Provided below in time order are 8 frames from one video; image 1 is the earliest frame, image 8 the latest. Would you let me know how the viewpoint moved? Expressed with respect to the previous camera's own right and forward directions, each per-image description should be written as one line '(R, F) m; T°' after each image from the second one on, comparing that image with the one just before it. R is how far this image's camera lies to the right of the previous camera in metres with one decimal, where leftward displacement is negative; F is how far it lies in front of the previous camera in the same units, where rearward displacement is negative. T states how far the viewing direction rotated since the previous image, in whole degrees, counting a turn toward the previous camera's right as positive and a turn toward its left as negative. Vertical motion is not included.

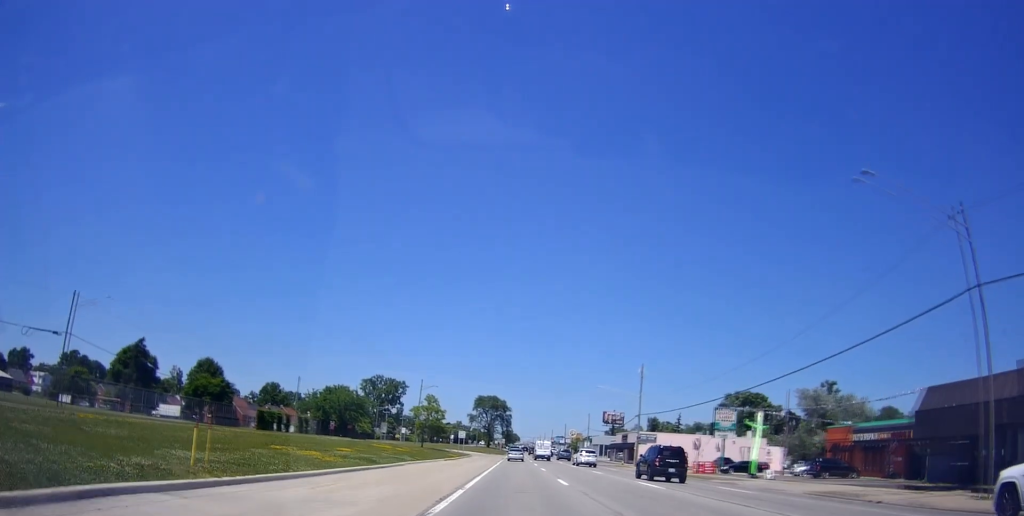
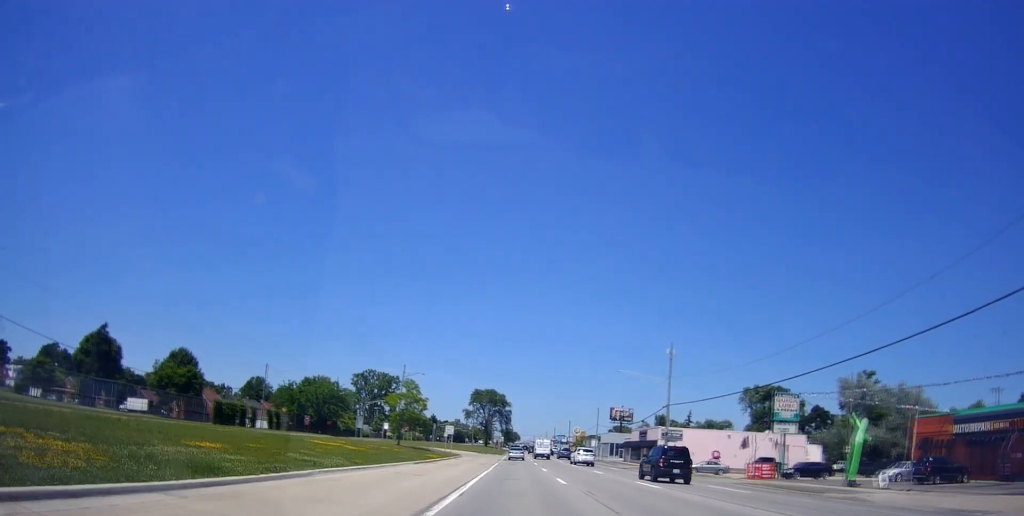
(+0.1, +15.3) m; +2°
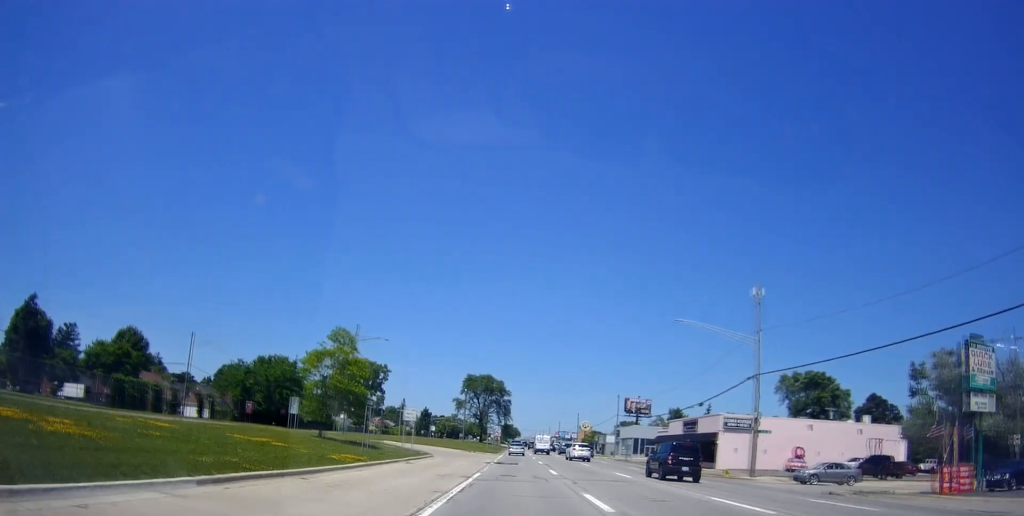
(+0.5, +25.0) m; +1°
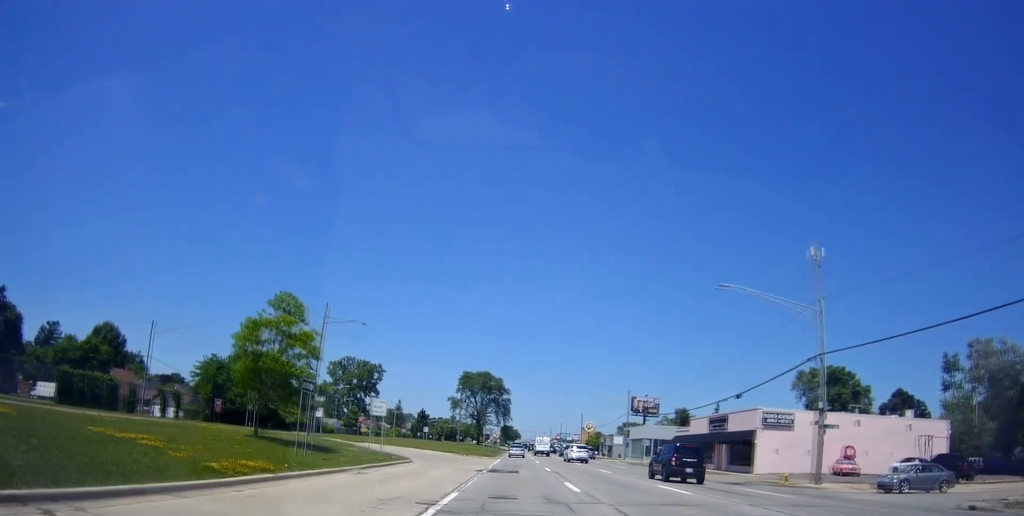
(-0.2, +9.5) m; 0°
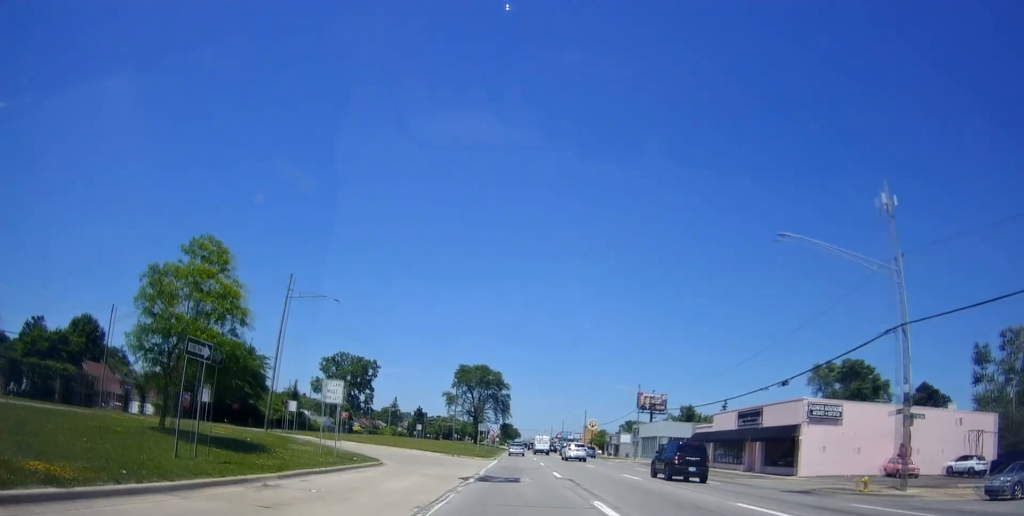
(+0.1, +8.3) m; 0°
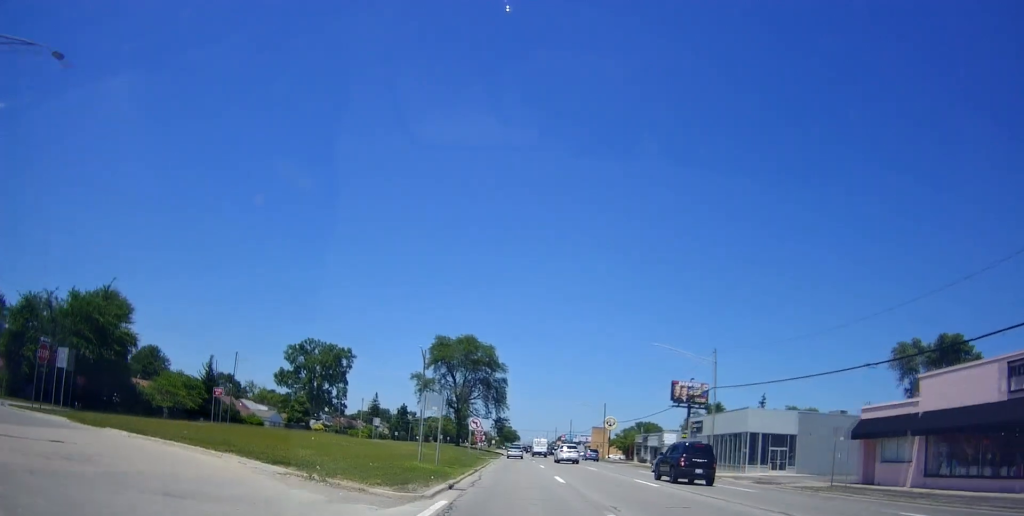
(-0.7, +34.0) m; -1°
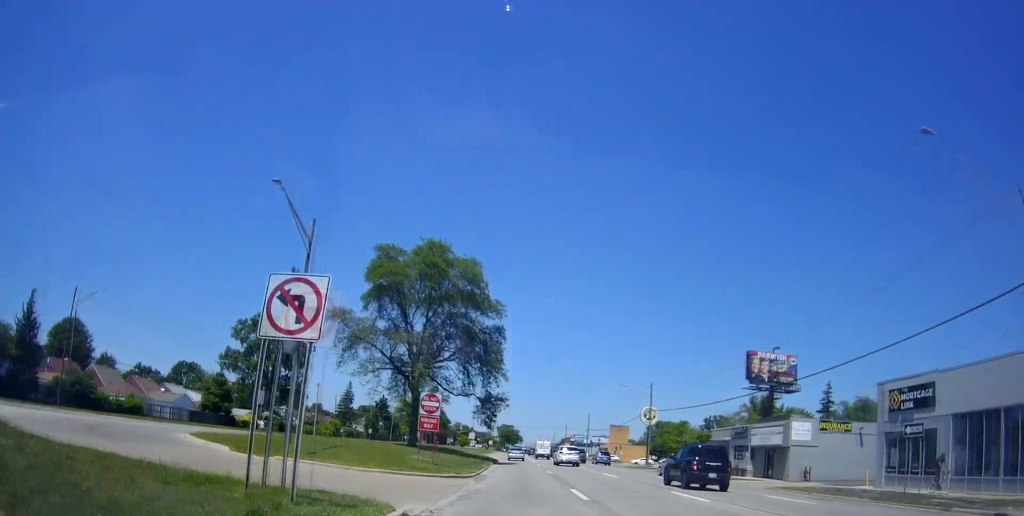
(+0.2, +38.2) m; -1°
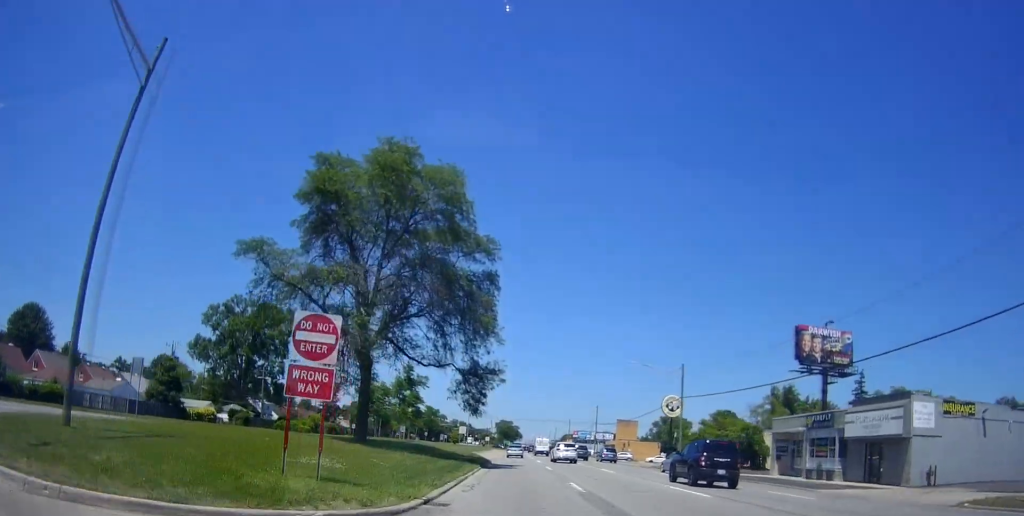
(+0.1, +15.2) m; 0°
